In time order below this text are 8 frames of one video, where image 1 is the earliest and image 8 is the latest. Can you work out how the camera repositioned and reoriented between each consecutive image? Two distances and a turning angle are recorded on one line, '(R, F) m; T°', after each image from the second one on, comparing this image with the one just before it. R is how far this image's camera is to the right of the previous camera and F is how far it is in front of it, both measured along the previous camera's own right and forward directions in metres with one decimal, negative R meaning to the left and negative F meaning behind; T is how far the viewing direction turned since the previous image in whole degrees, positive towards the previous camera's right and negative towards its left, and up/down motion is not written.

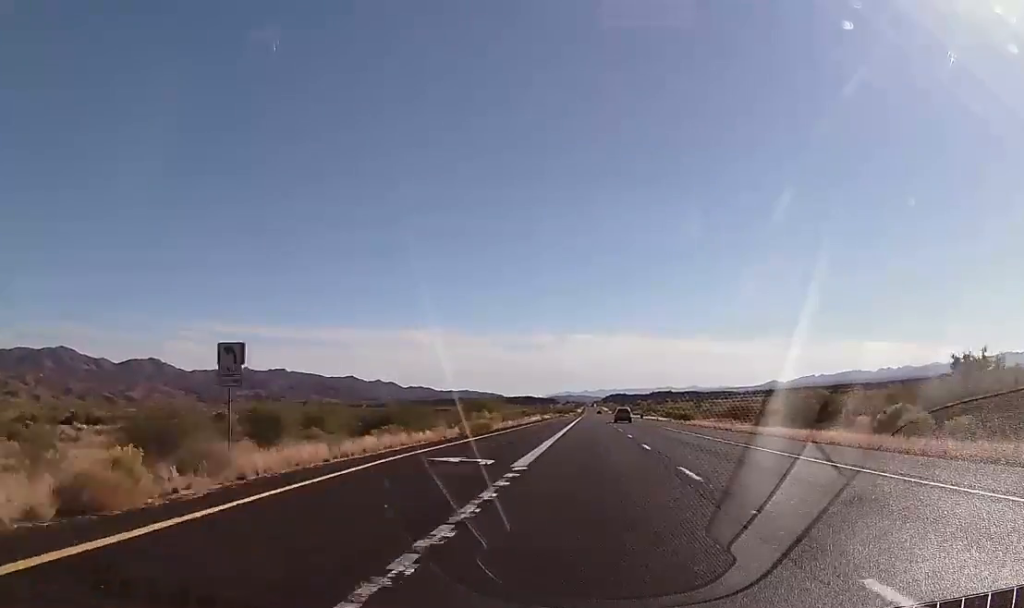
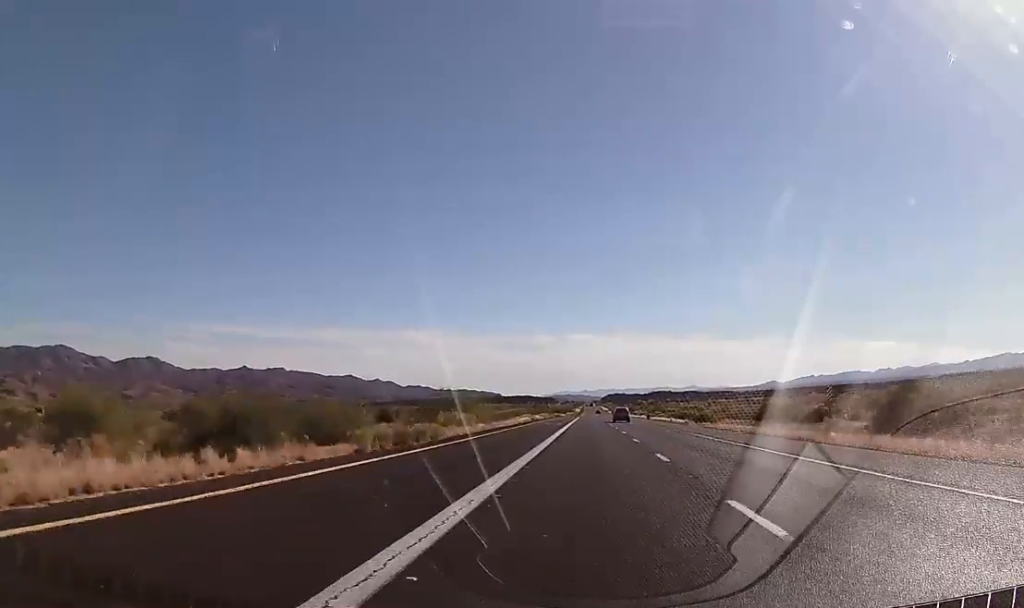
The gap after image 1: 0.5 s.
(+0.1, +19.0) m; 0°
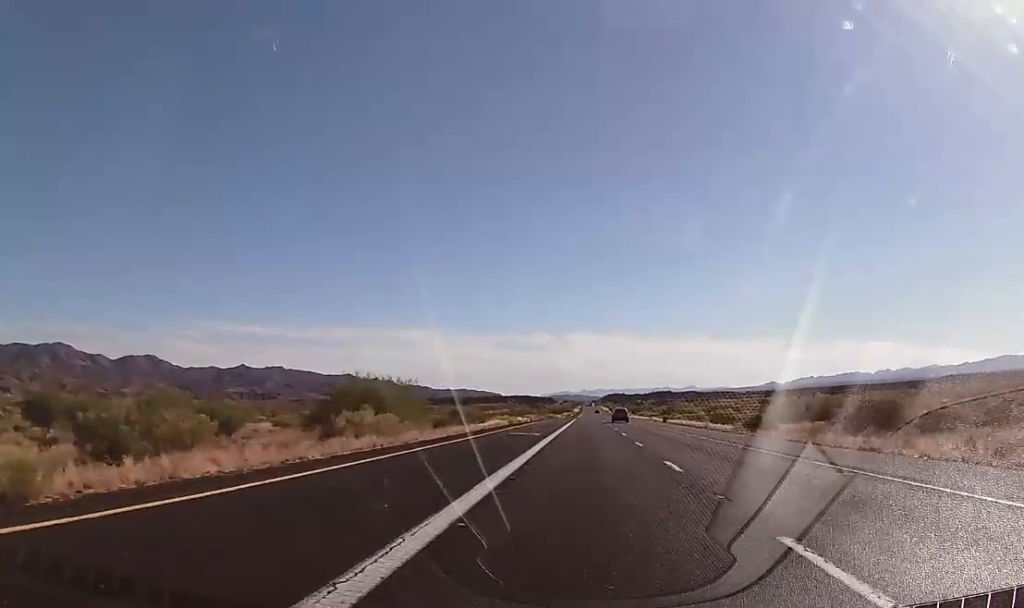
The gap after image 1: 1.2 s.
(+0.3, +27.8) m; 0°
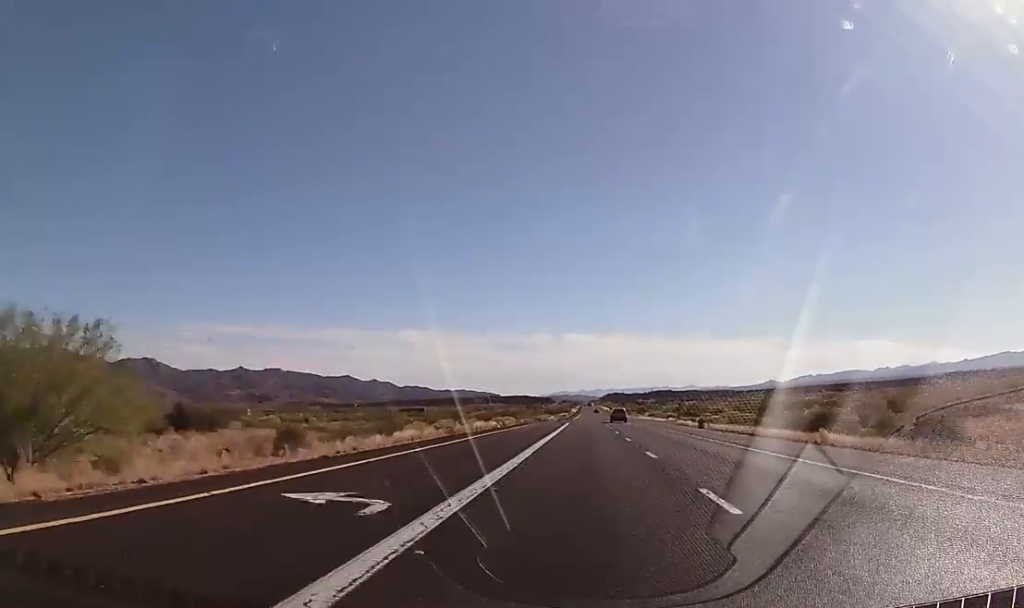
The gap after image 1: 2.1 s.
(-0.4, +31.6) m; 0°
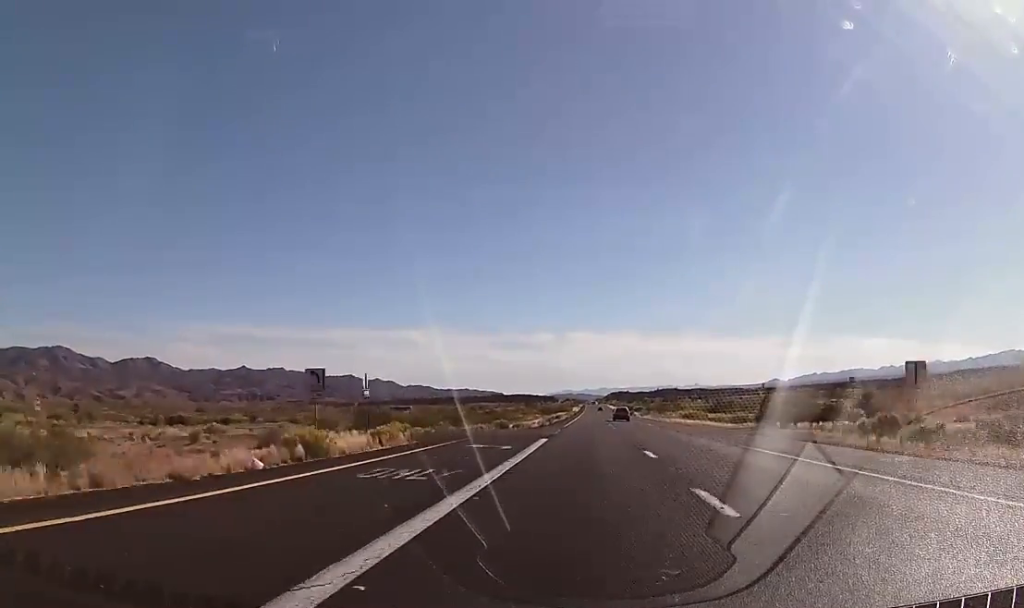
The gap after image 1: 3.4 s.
(+0.3, +49.0) m; 0°
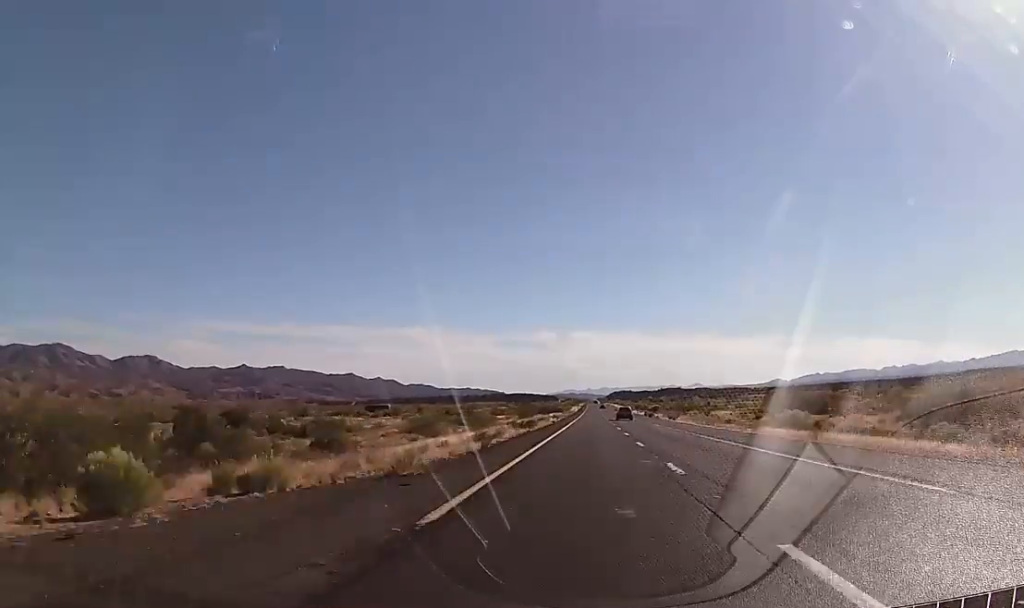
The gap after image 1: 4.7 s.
(-0.5, +50.6) m; -1°
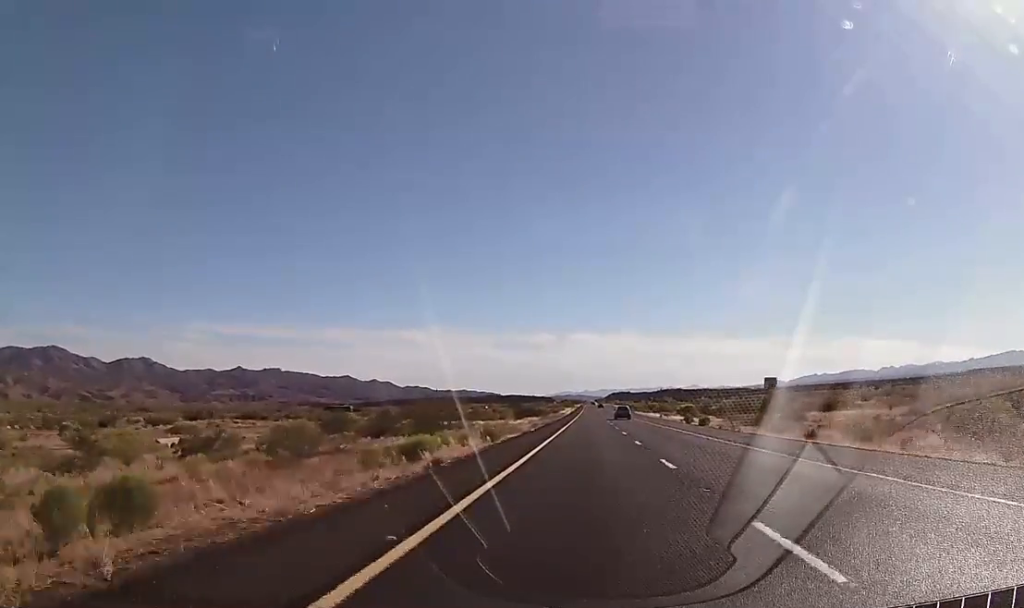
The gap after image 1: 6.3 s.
(+0.1, +59.4) m; +1°
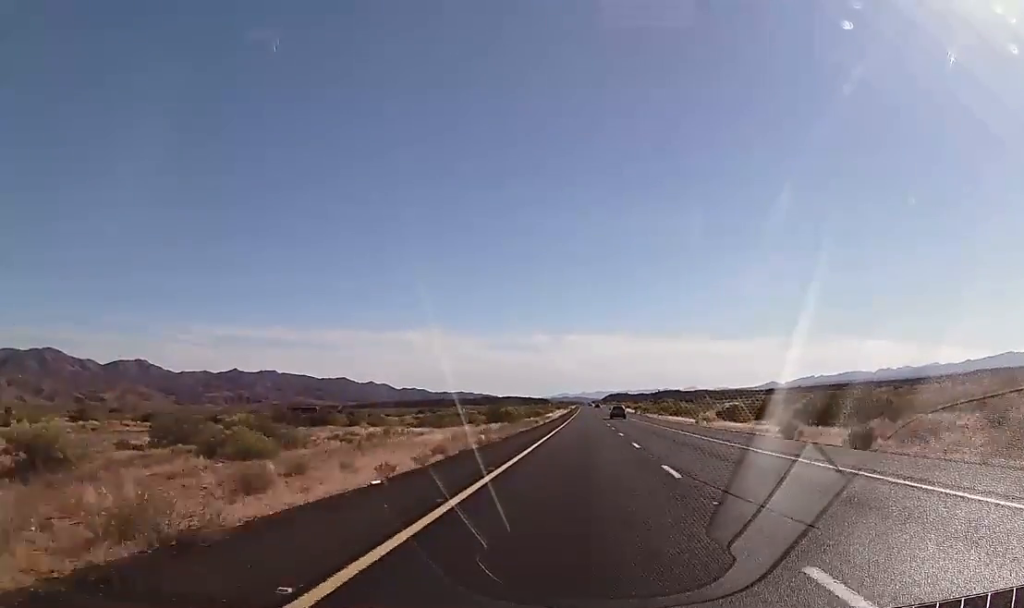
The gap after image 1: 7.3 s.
(+0.4, +39.0) m; 0°
